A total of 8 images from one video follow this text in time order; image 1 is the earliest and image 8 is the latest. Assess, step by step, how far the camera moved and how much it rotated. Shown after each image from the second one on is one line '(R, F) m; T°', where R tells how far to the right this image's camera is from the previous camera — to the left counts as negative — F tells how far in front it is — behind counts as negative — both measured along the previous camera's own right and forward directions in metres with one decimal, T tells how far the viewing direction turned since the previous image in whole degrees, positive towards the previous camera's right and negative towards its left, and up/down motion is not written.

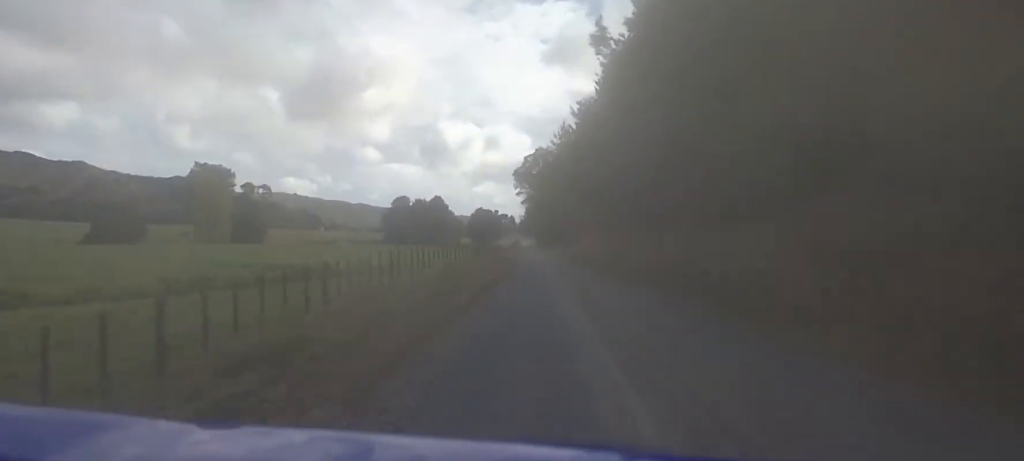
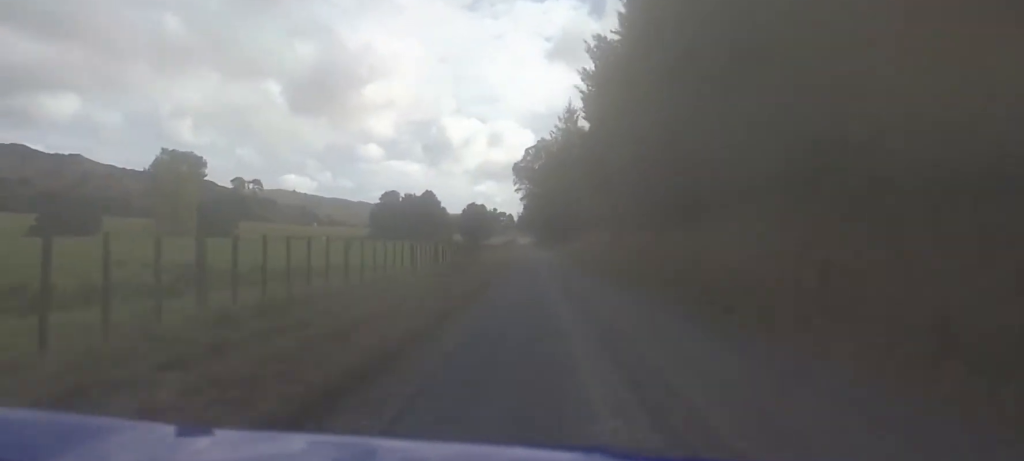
(0.0, +12.1) m; -1°
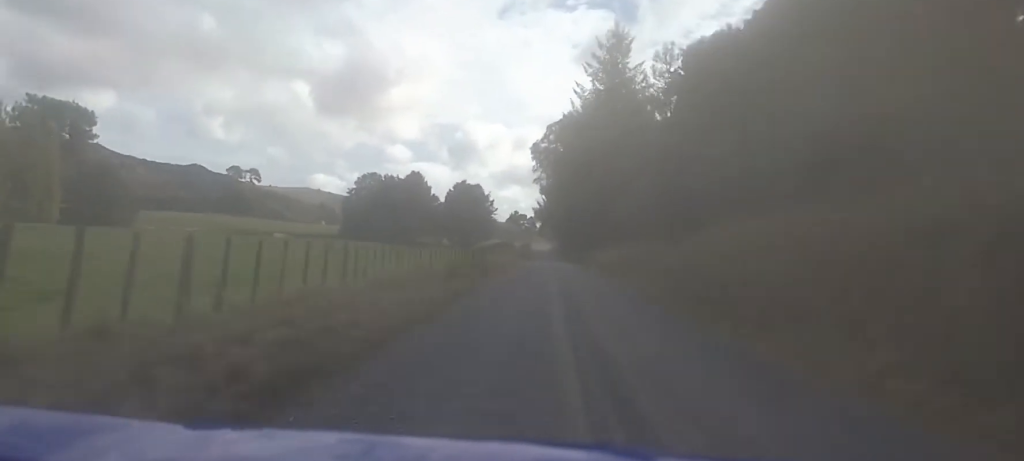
(-1.5, +39.7) m; -5°
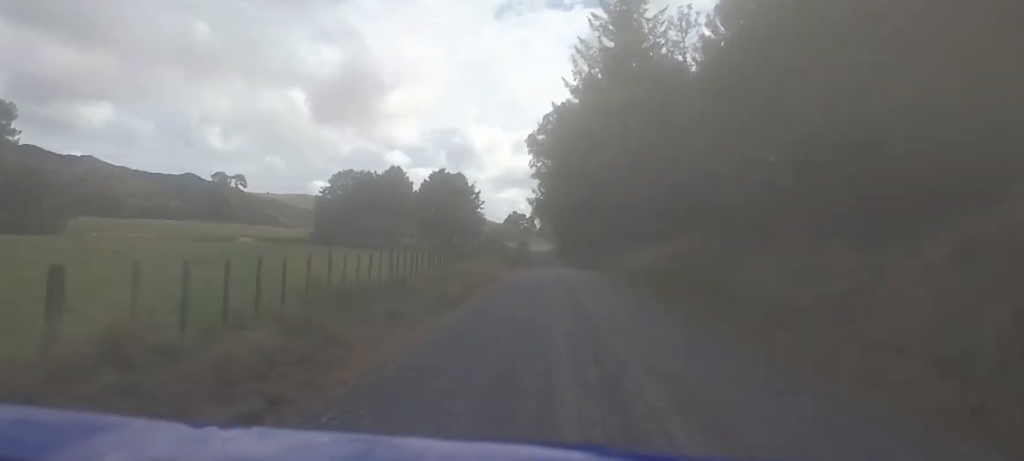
(-0.1, +11.6) m; 0°
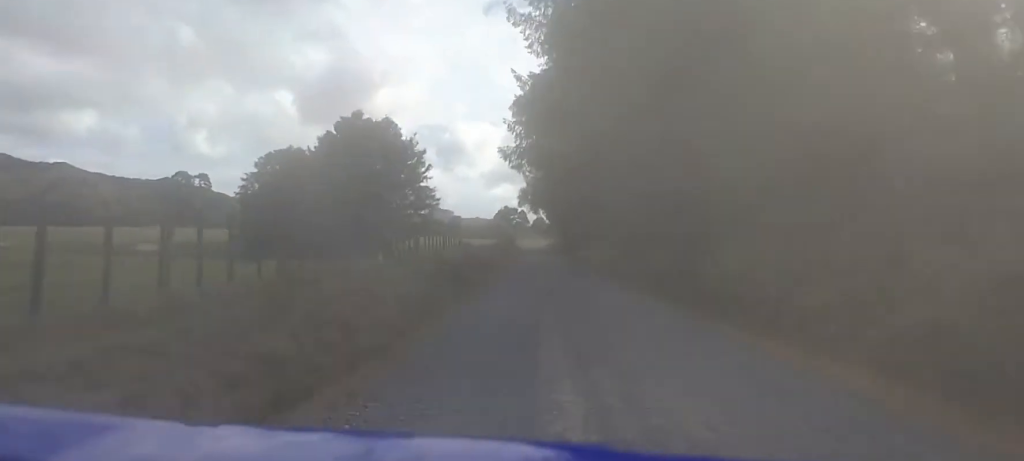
(0.0, +20.7) m; 0°
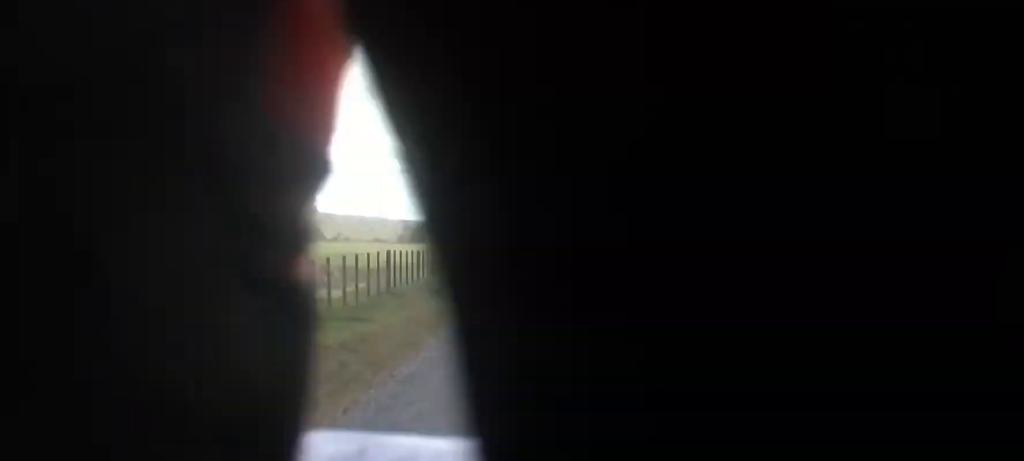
(+0.1, +21.0) m; 0°
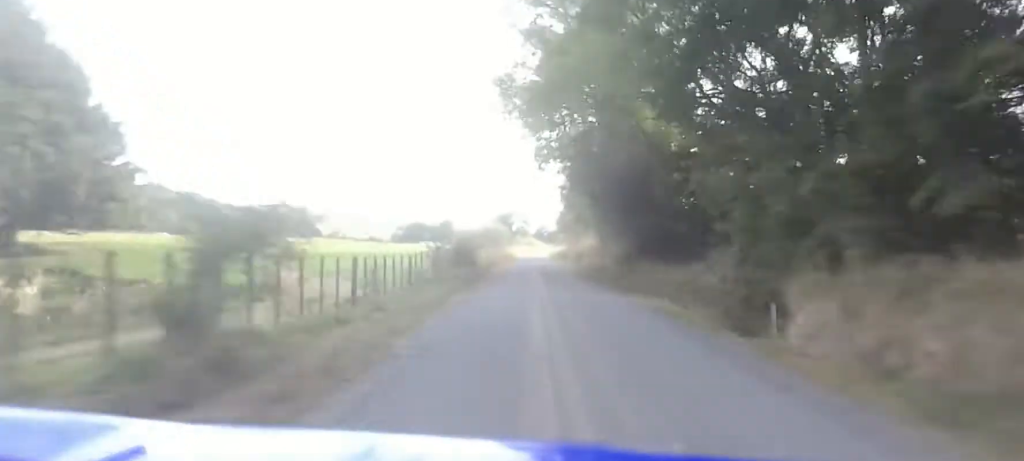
(0.0, +19.4) m; -1°
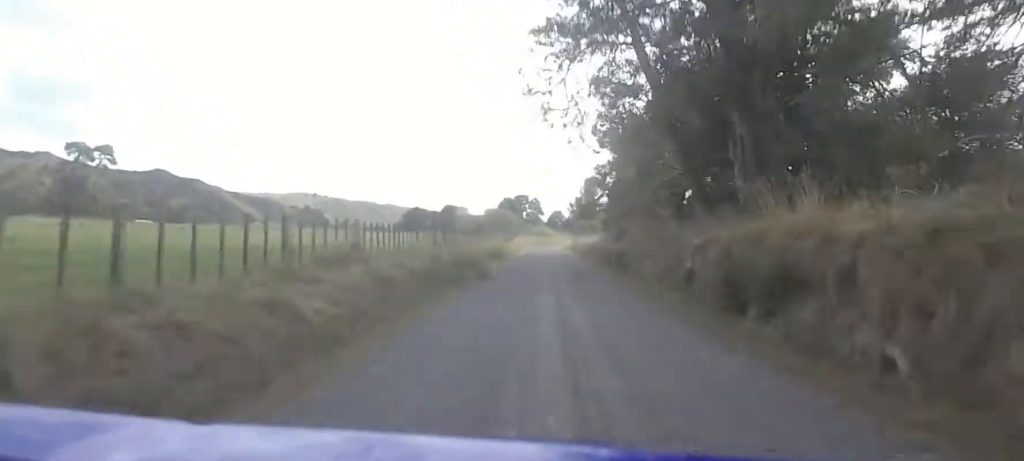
(-0.3, +29.5) m; +1°
